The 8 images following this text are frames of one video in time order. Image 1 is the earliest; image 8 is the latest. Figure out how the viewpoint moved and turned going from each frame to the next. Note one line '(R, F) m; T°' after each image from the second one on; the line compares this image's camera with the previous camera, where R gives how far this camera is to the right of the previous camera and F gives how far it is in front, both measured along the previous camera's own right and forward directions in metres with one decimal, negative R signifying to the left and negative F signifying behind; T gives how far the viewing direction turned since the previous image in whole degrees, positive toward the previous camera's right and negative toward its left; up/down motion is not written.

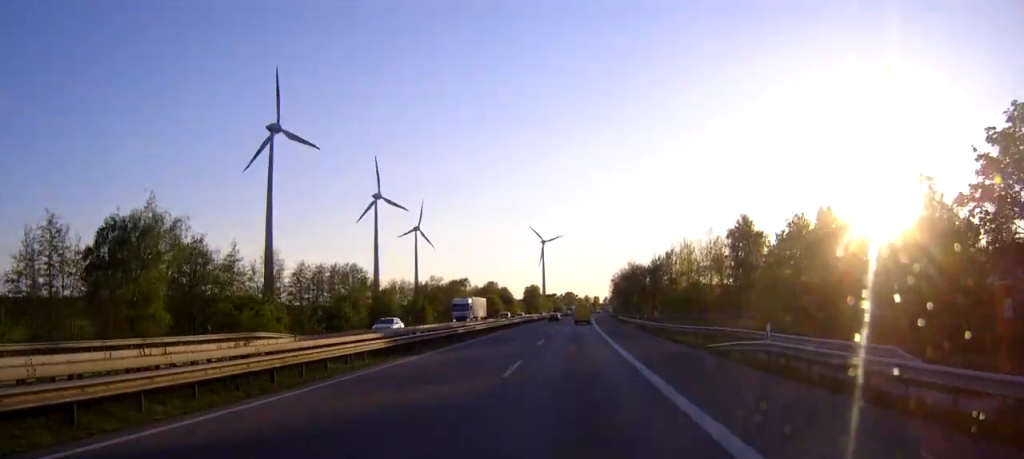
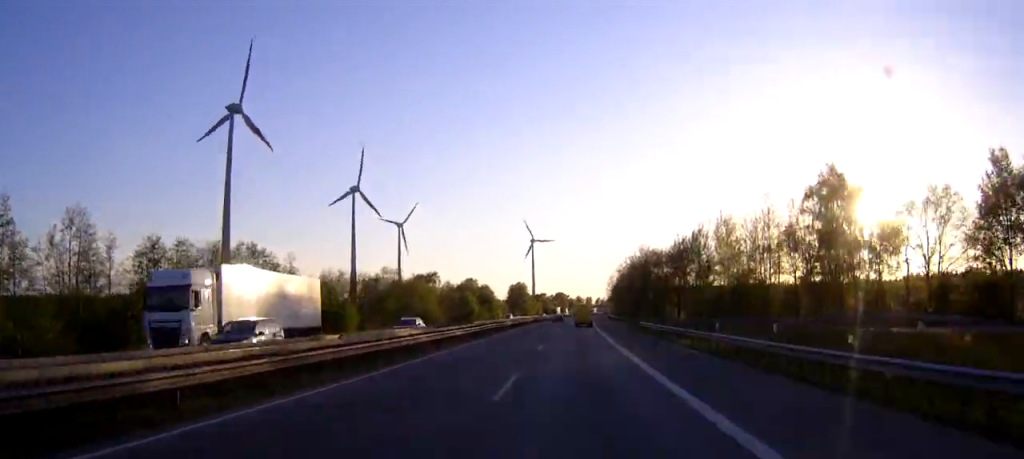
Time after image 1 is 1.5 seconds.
(+0.5, +41.4) m; +1°
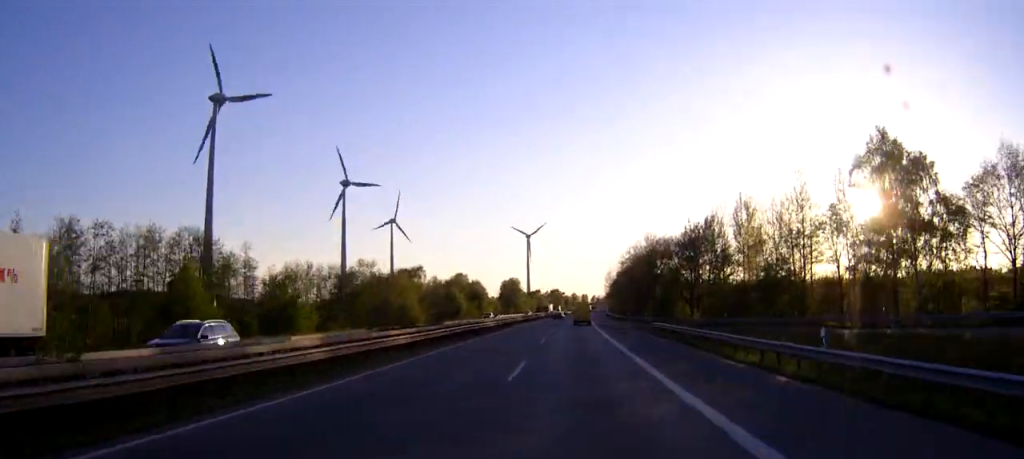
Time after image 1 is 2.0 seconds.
(+0.1, +14.1) m; 0°
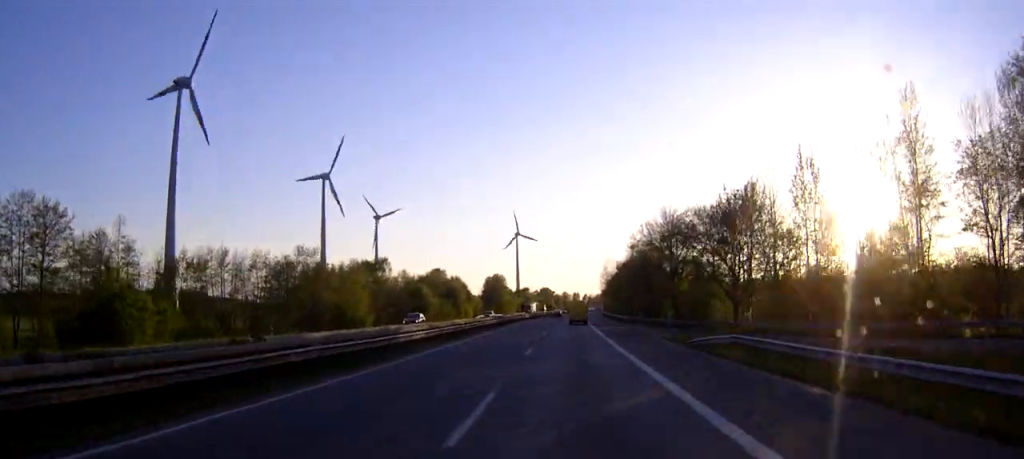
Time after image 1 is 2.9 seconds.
(+0.1, +27.3) m; +1°
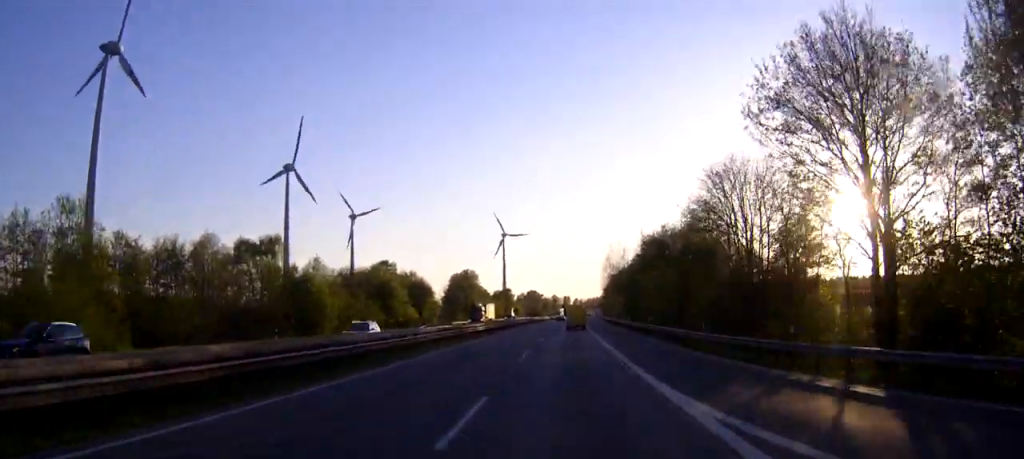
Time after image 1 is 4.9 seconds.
(+0.5, +53.6) m; +1°
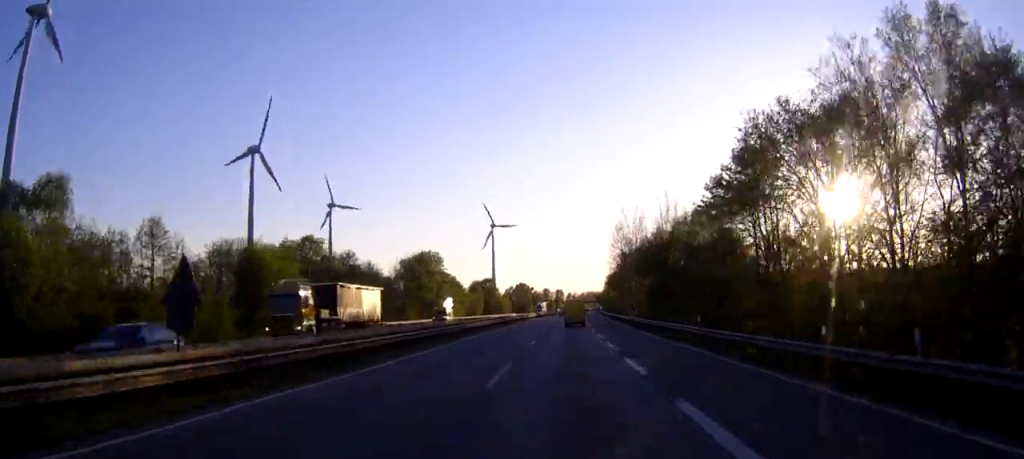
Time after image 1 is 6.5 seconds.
(0.0, +45.8) m; +1°
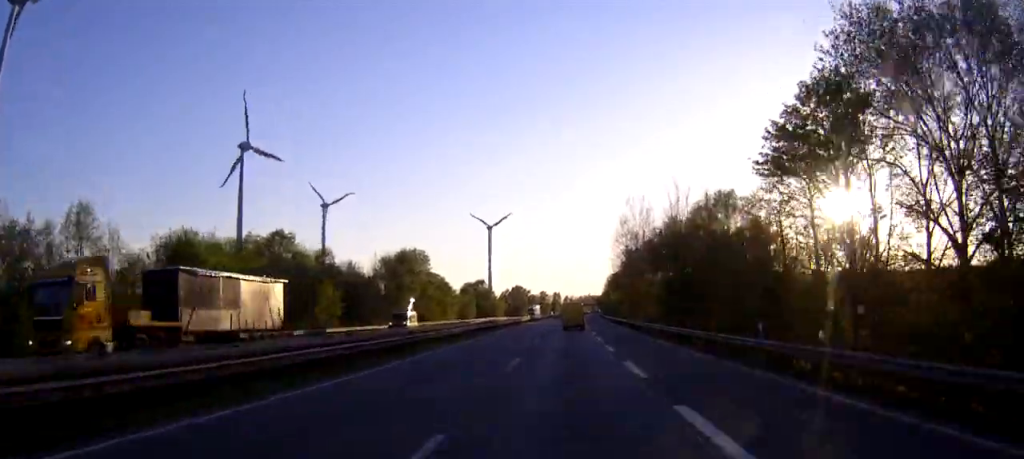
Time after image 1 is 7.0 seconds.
(0.0, +11.8) m; 0°
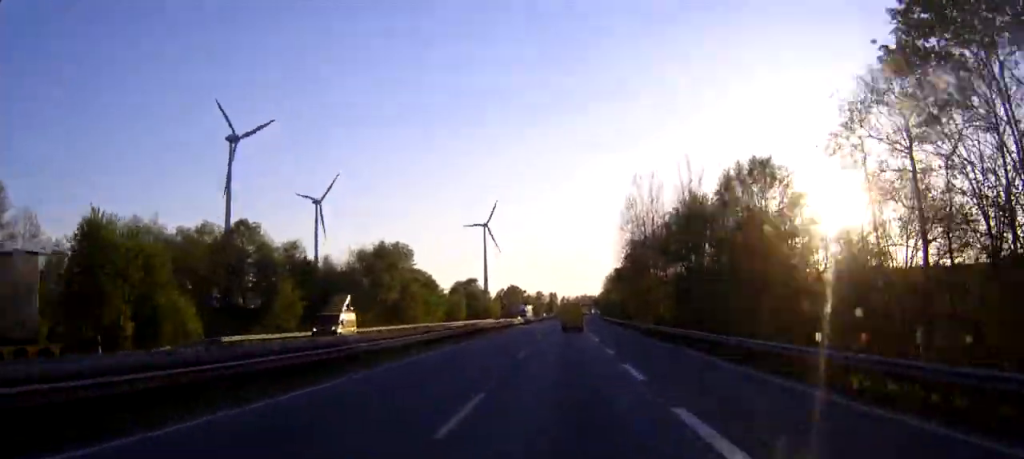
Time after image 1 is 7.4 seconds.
(0.0, +11.7) m; 0°
